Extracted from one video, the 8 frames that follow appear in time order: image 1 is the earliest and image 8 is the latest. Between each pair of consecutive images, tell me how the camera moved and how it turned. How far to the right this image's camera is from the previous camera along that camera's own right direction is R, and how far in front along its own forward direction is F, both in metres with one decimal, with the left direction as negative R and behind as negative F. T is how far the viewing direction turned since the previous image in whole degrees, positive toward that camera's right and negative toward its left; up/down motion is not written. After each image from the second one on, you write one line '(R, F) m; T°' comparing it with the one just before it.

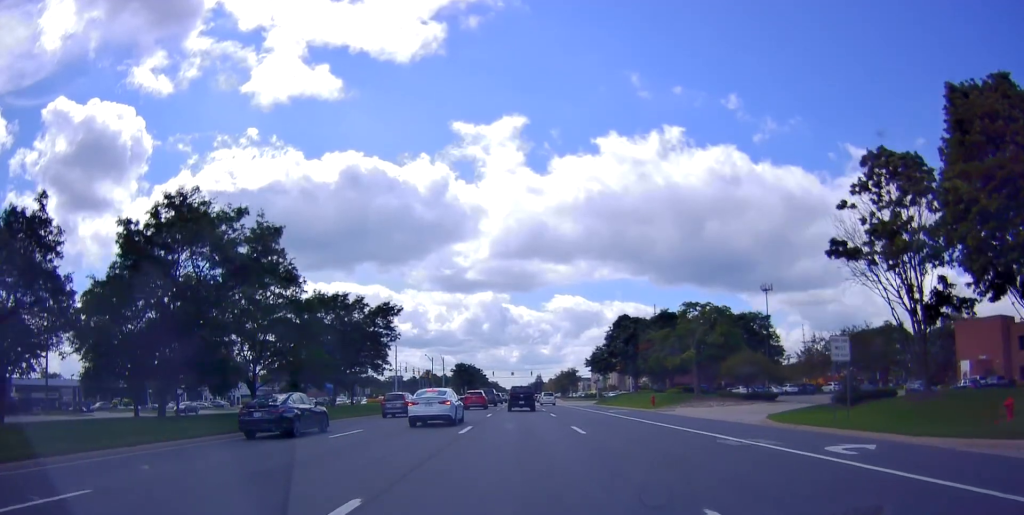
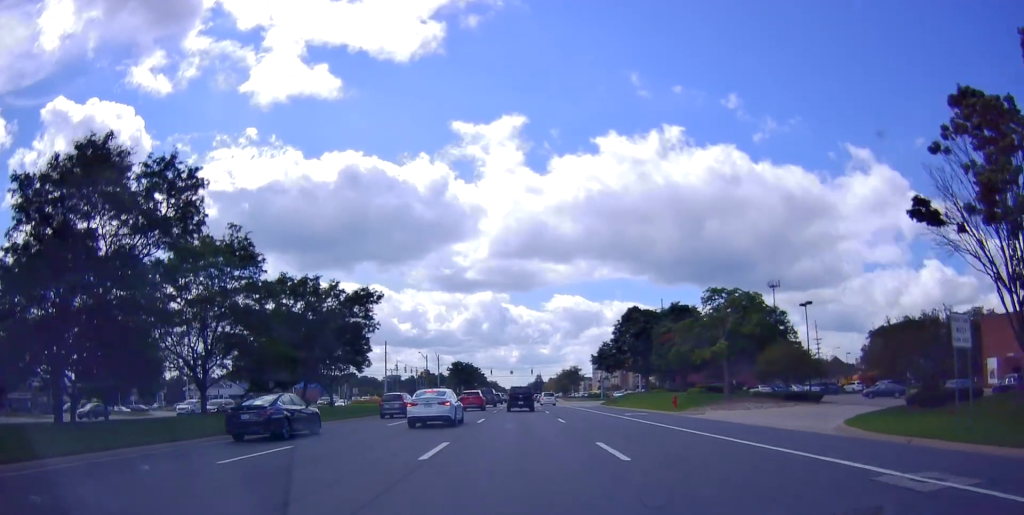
(0.0, +6.8) m; 0°
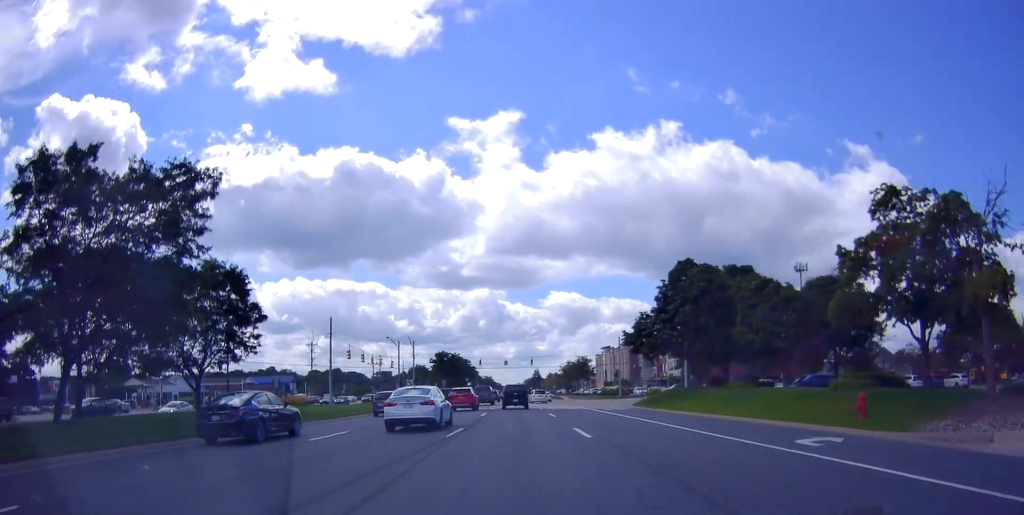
(0.0, +24.1) m; 0°
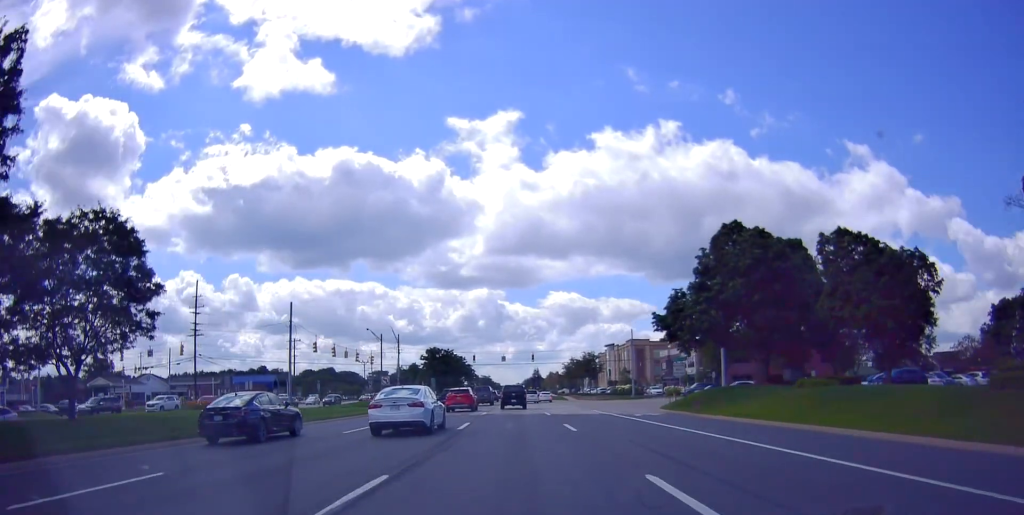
(0.0, +11.2) m; 0°
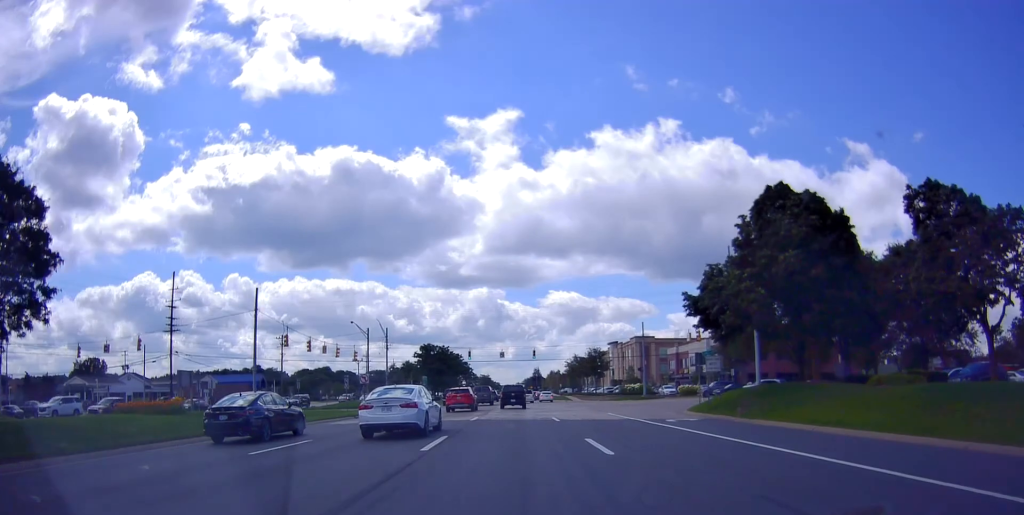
(0.0, +7.2) m; -1°
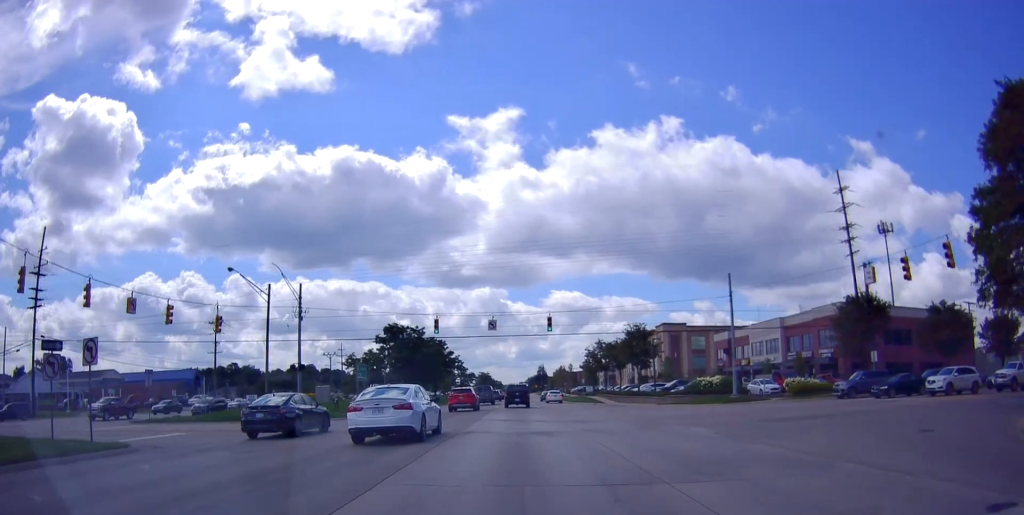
(-0.4, +30.2) m; 0°
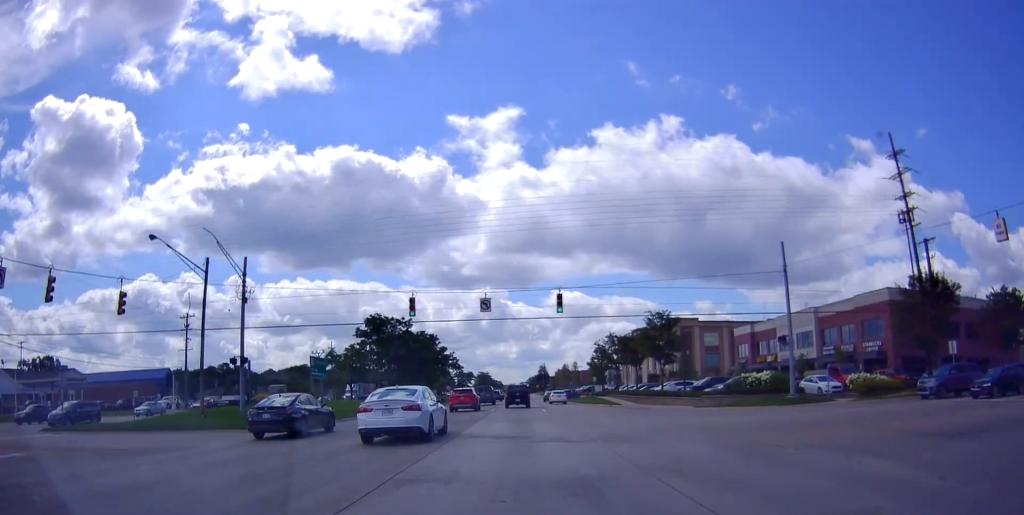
(+0.1, +9.3) m; +1°
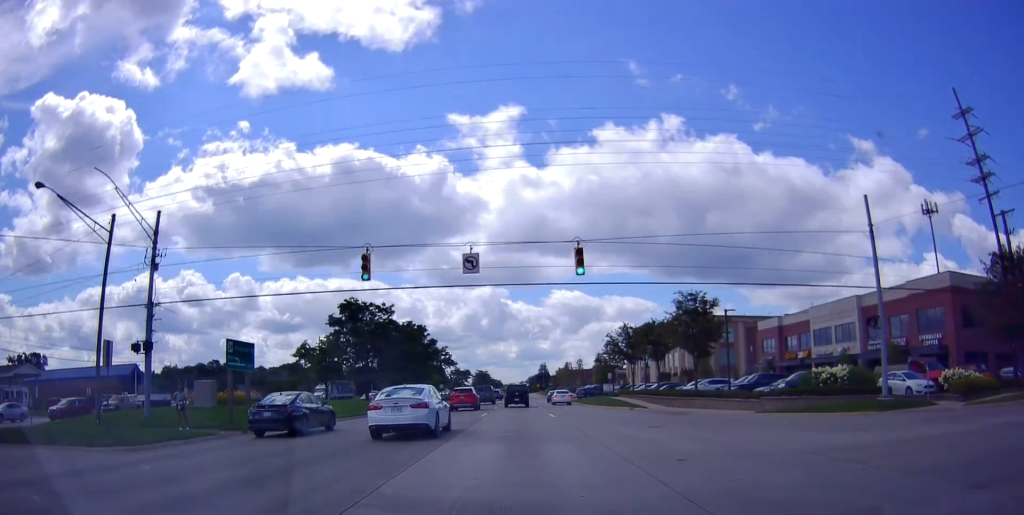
(0.0, +9.3) m; 0°
